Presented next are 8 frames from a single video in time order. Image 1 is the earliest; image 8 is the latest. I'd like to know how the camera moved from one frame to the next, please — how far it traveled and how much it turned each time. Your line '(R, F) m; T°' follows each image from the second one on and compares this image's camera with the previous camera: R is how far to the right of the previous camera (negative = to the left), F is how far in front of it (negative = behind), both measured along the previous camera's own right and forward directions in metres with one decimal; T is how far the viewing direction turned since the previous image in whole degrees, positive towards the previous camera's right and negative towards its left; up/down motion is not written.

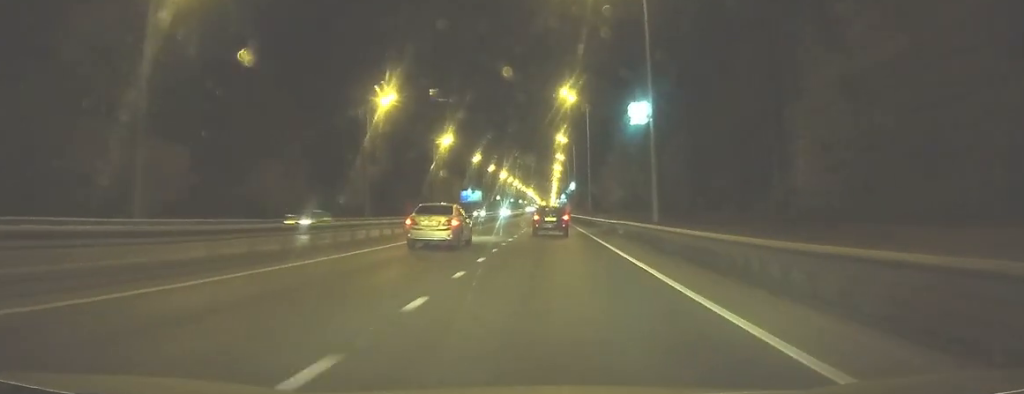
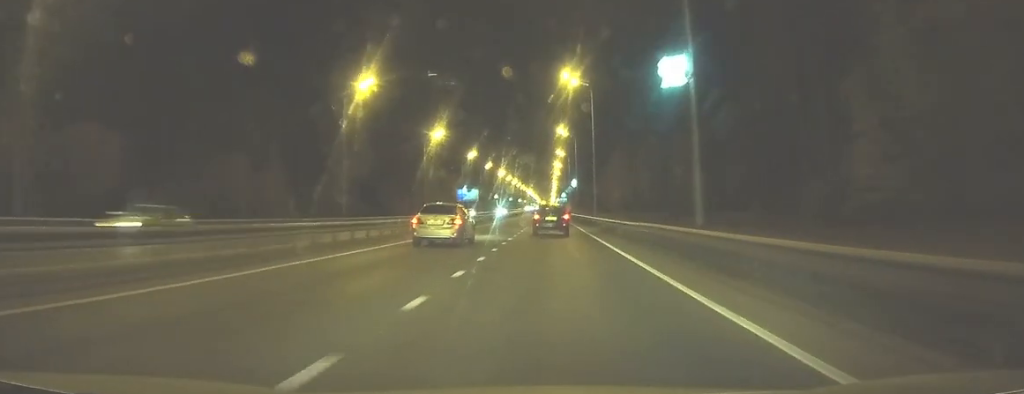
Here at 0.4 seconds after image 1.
(0.0, +8.0) m; 0°
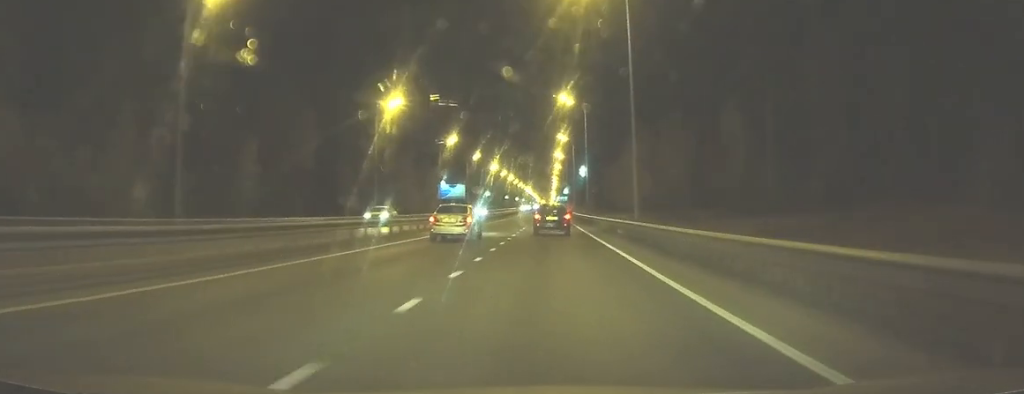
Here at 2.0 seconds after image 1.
(-0.1, +28.3) m; 0°
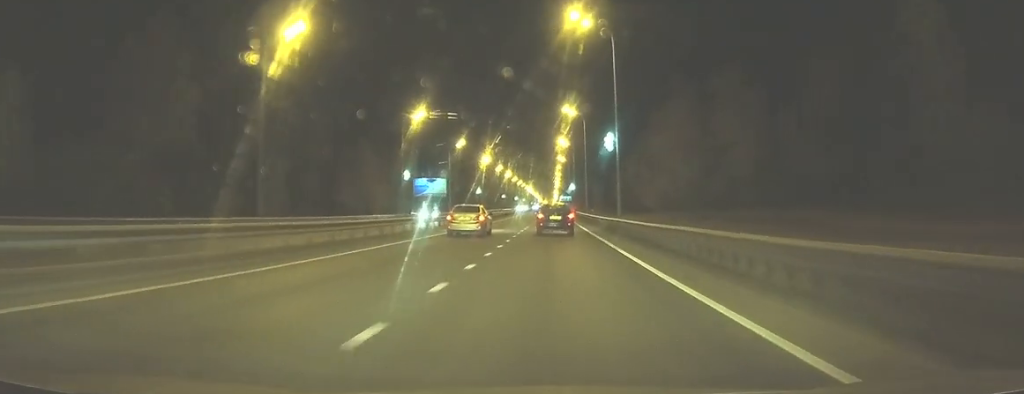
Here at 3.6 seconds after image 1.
(-0.1, +30.3) m; 0°
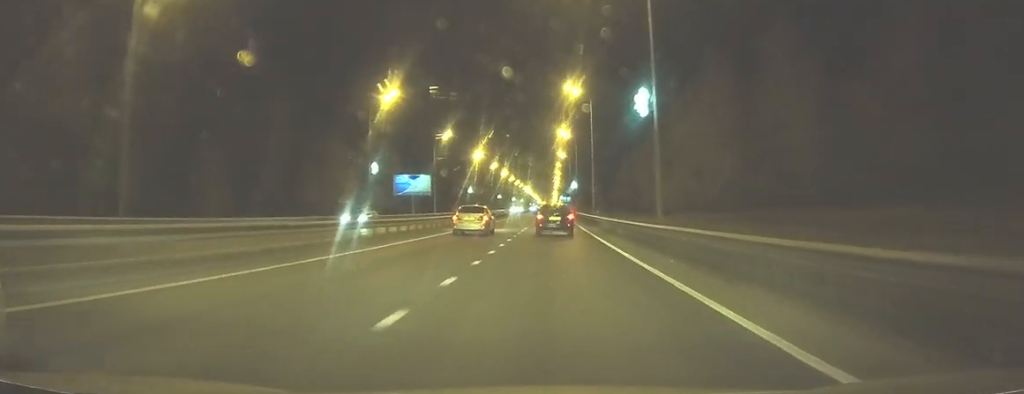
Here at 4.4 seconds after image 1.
(0.0, +14.9) m; 0°
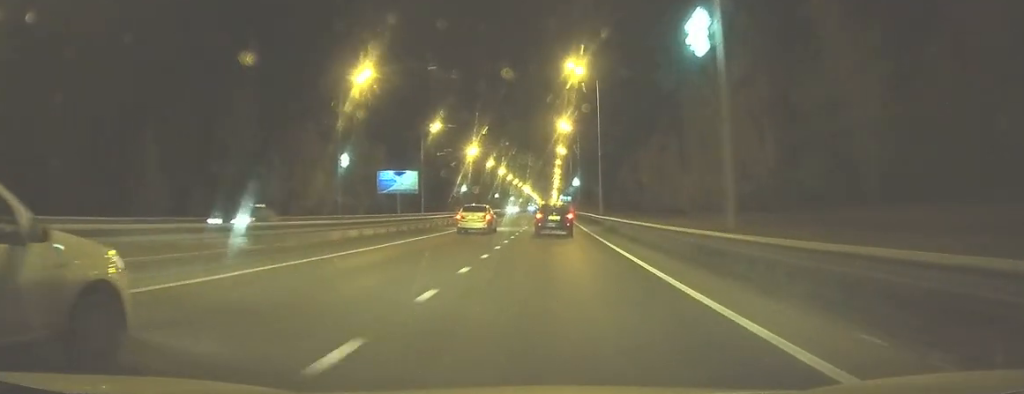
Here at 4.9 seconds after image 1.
(+0.1, +9.9) m; 0°
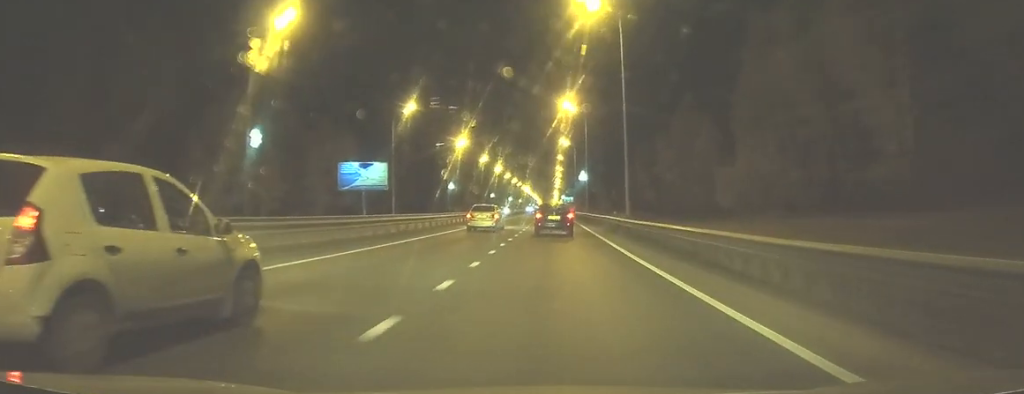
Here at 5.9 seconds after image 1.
(-0.1, +18.5) m; 0°
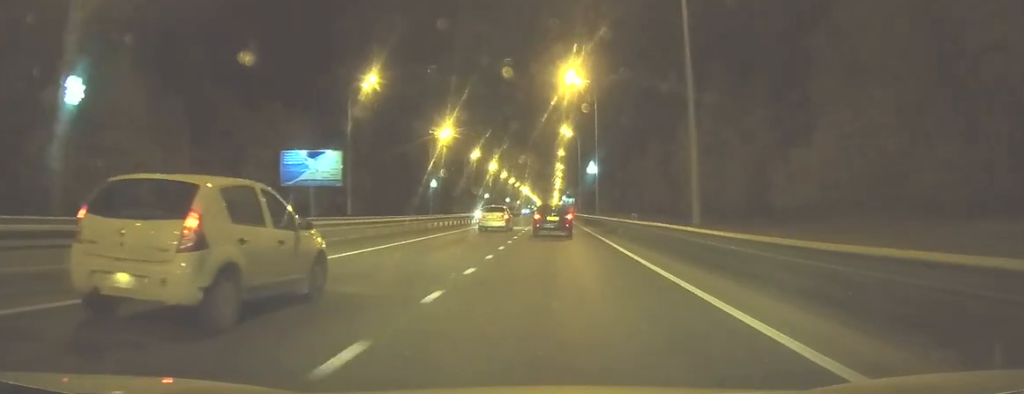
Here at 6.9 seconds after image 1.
(0.0, +17.2) m; 0°
